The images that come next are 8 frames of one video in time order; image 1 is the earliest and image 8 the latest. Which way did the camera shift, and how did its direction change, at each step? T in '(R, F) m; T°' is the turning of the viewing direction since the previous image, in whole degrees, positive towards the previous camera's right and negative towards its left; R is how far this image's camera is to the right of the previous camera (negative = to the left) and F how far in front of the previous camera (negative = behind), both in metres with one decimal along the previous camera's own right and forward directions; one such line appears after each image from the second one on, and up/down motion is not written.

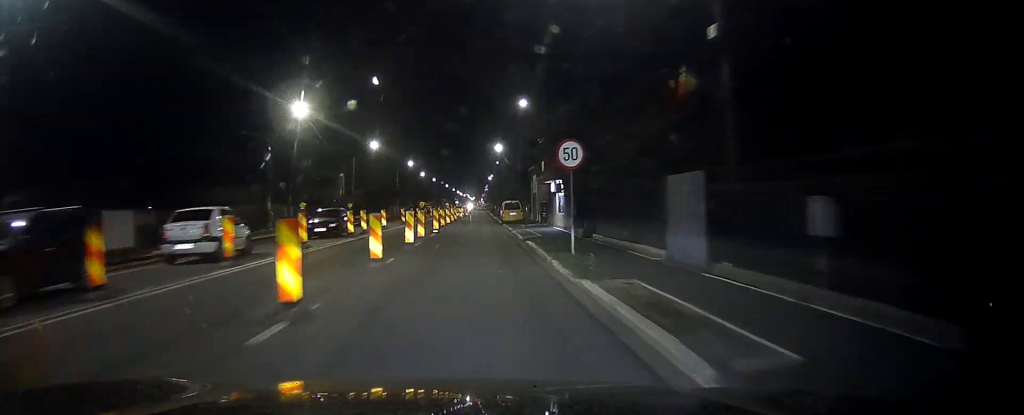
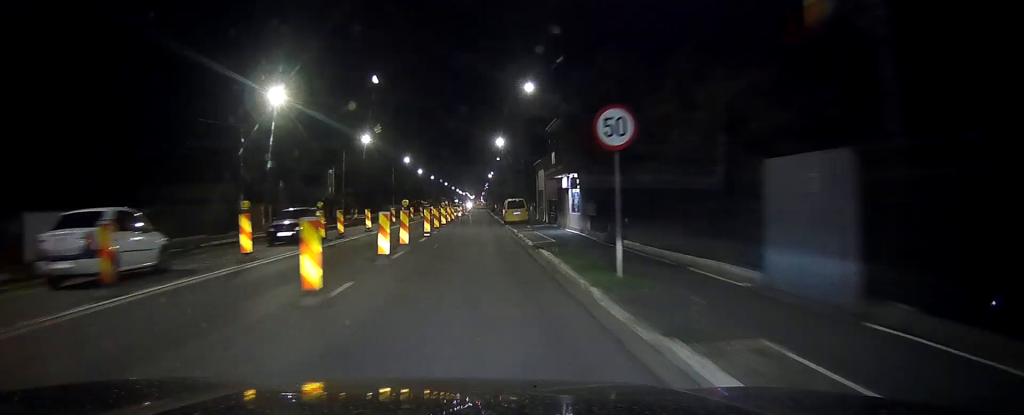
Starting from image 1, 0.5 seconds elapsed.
(0.0, +6.3) m; 0°
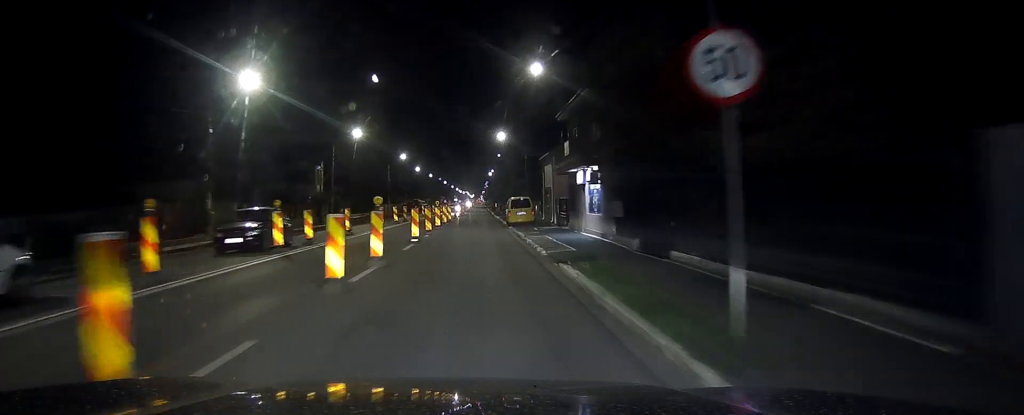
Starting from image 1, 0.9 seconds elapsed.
(0.0, +5.9) m; 0°
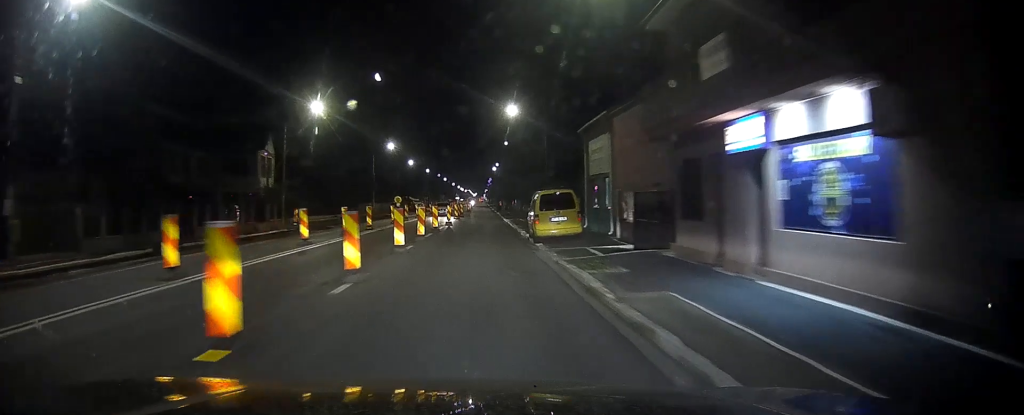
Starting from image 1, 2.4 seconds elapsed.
(0.0, +20.1) m; 0°
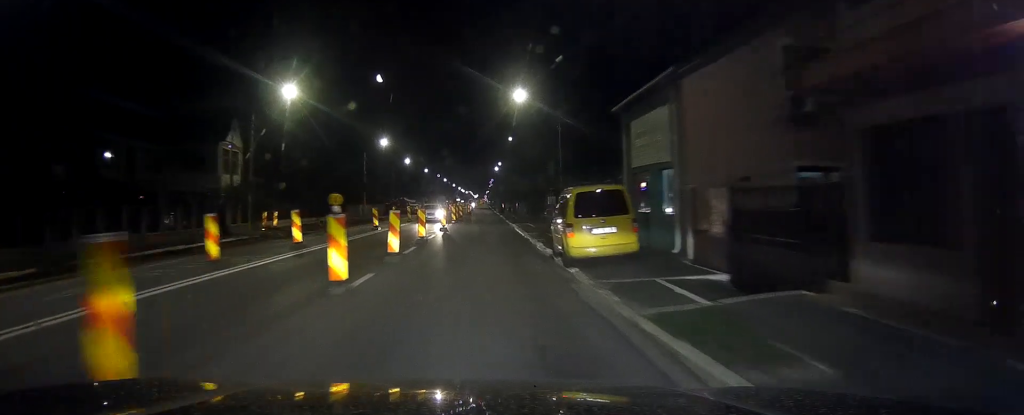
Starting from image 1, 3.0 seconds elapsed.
(0.0, +8.7) m; 0°
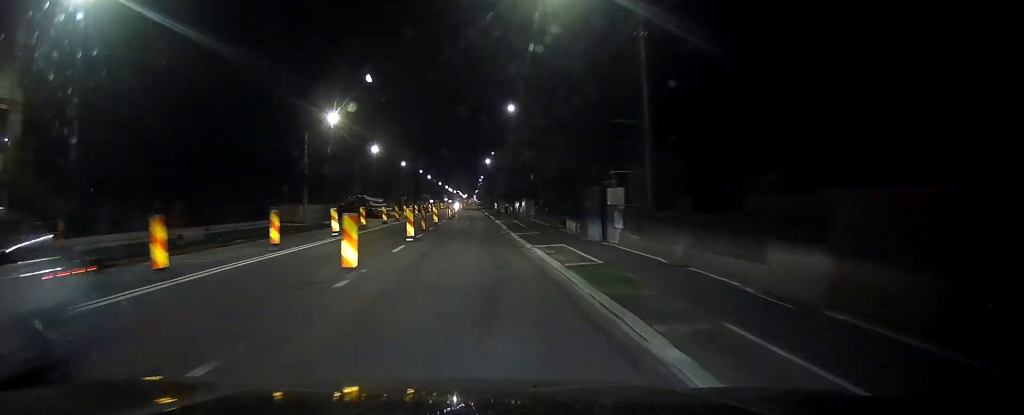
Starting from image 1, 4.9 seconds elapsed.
(+0.1, +26.8) m; +1°
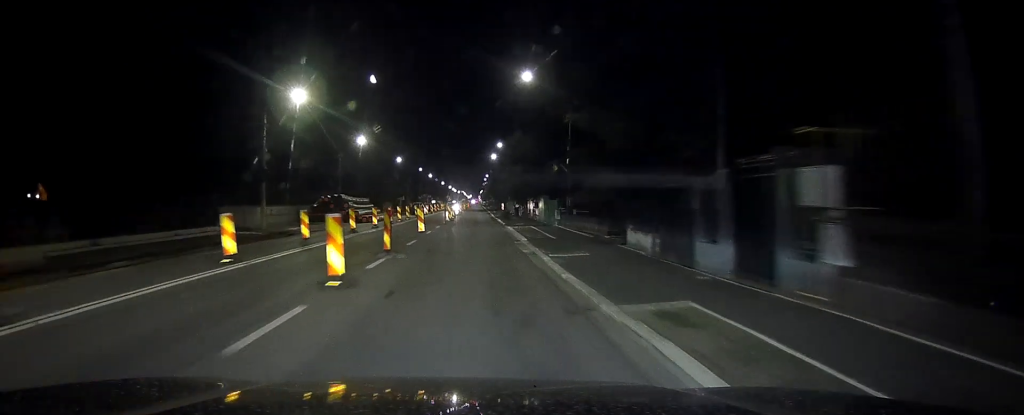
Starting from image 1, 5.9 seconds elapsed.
(0.0, +14.4) m; 0°
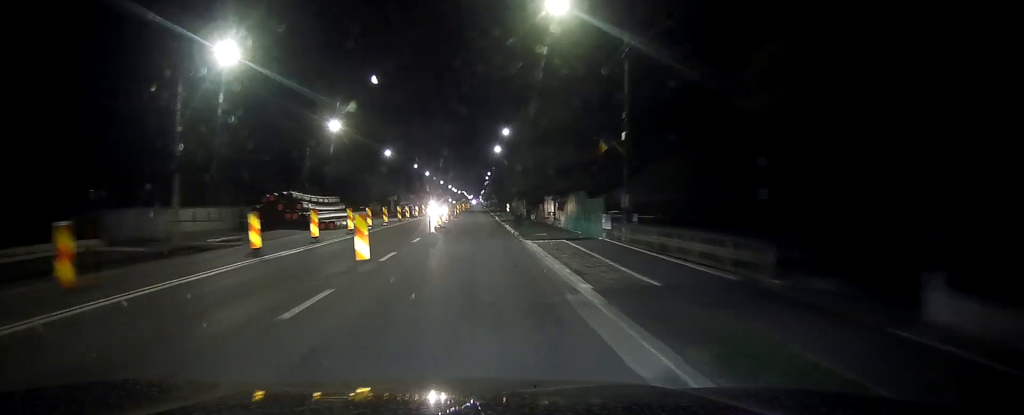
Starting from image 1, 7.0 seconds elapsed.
(-0.1, +16.1) m; 0°
